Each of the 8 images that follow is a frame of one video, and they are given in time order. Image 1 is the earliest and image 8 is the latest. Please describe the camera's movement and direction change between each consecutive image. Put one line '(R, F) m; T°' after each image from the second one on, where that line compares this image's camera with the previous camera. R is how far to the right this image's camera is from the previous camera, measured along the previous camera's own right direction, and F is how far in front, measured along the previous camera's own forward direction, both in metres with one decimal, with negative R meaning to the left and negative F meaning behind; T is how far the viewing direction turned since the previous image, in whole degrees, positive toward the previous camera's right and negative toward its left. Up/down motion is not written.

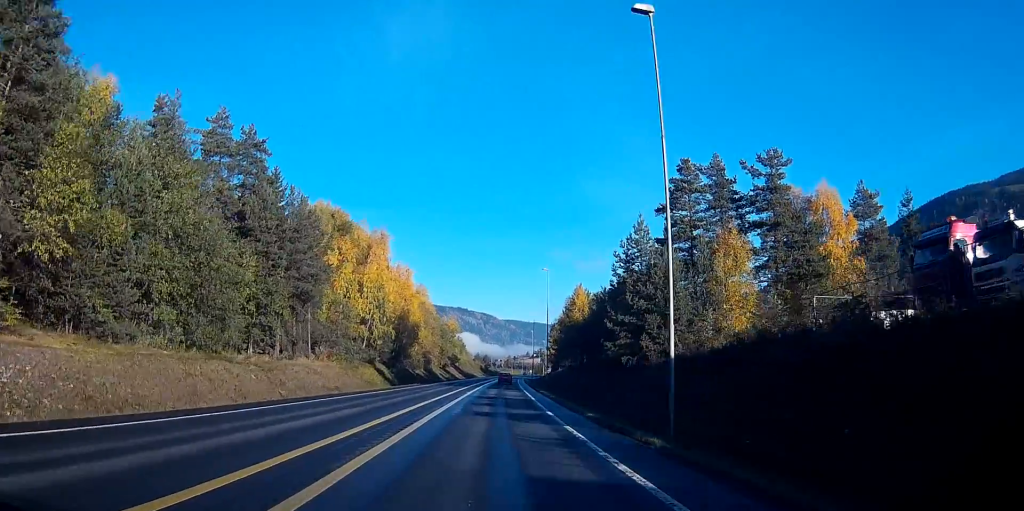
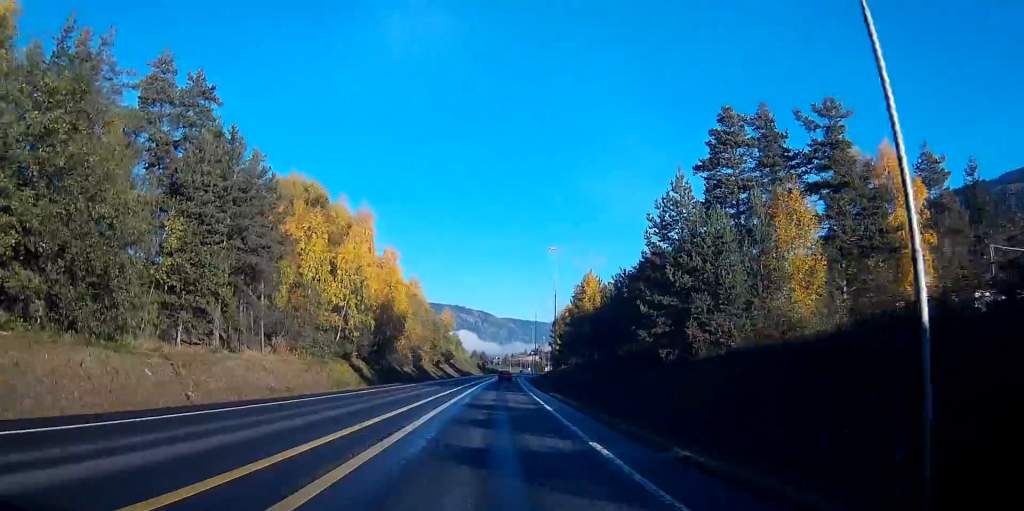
(0.0, +11.9) m; 0°
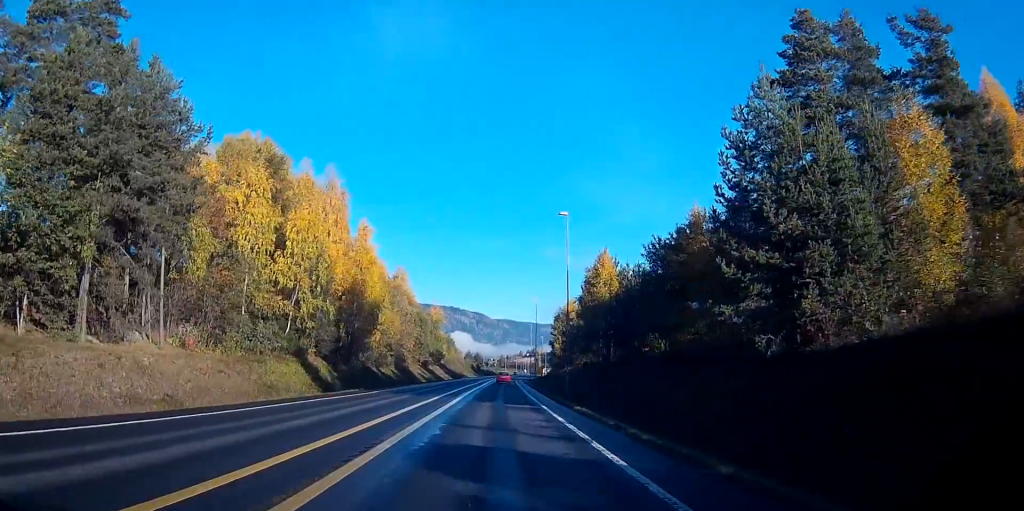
(0.0, +14.8) m; 0°
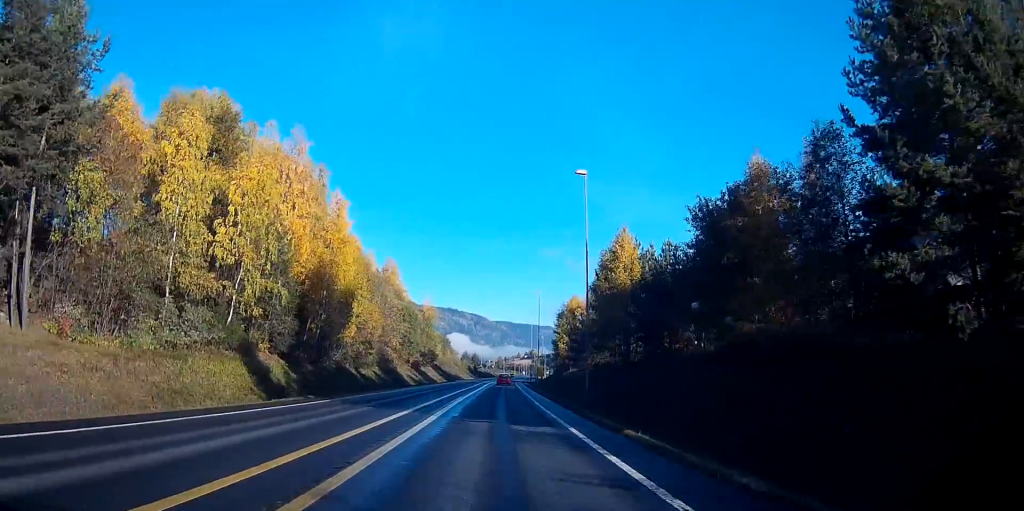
(0.0, +11.3) m; 0°
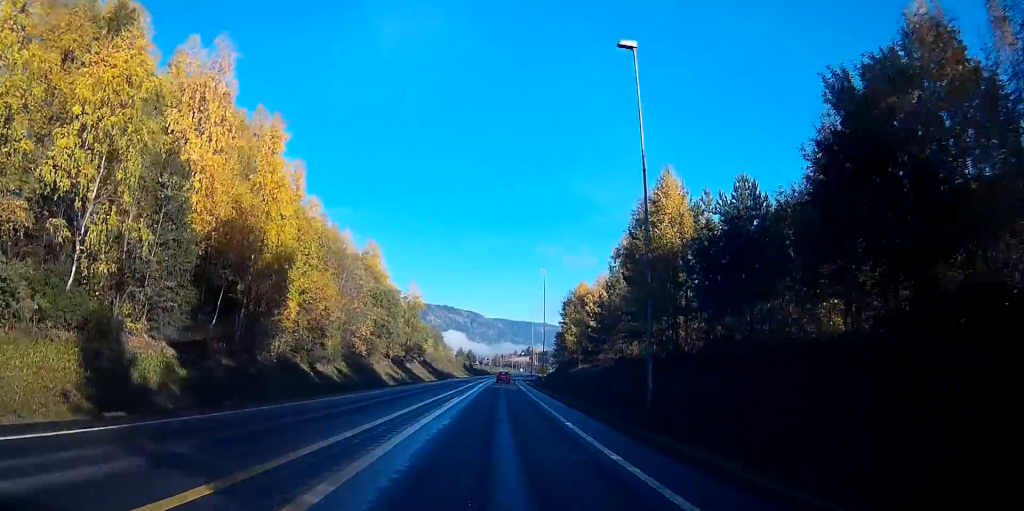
(+0.1, +16.2) m; +1°
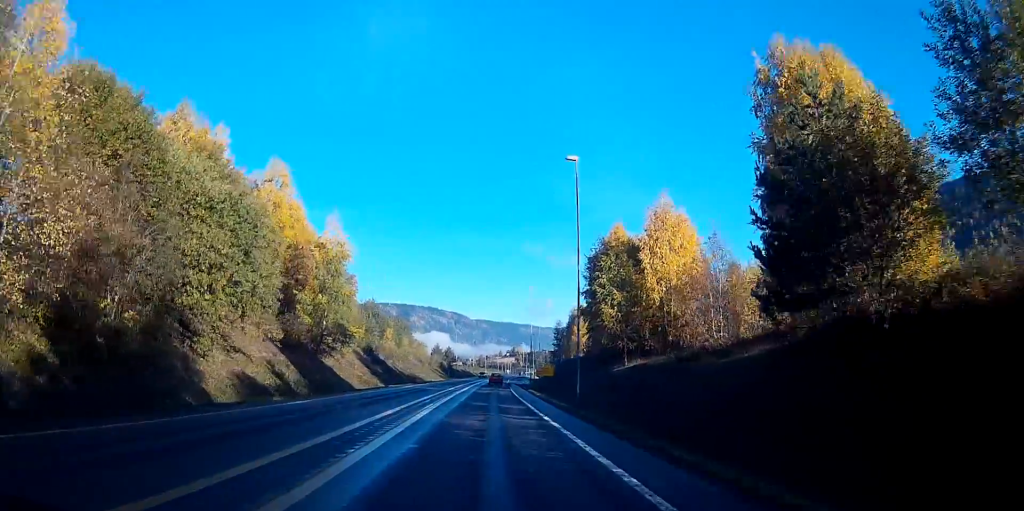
(+1.0, +43.9) m; +2°
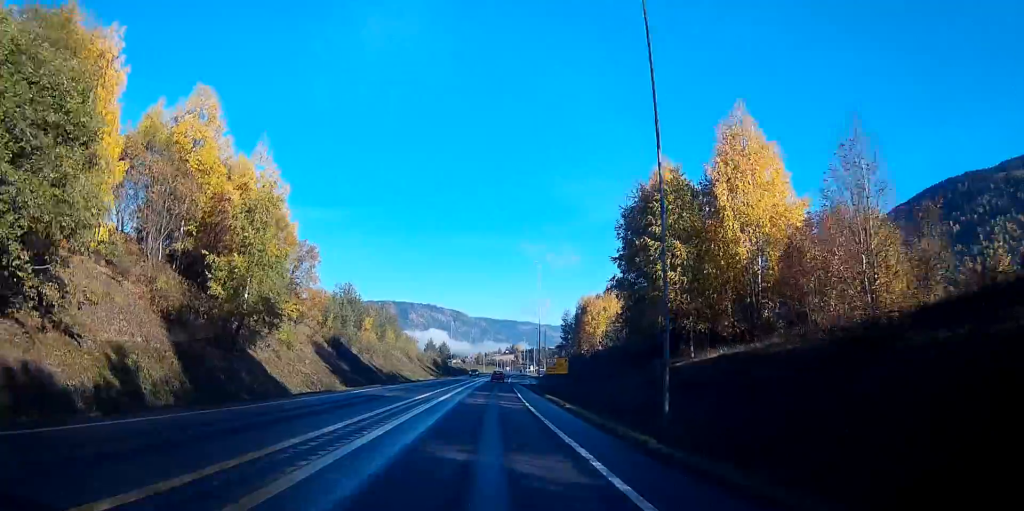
(-0.1, +19.1) m; 0°
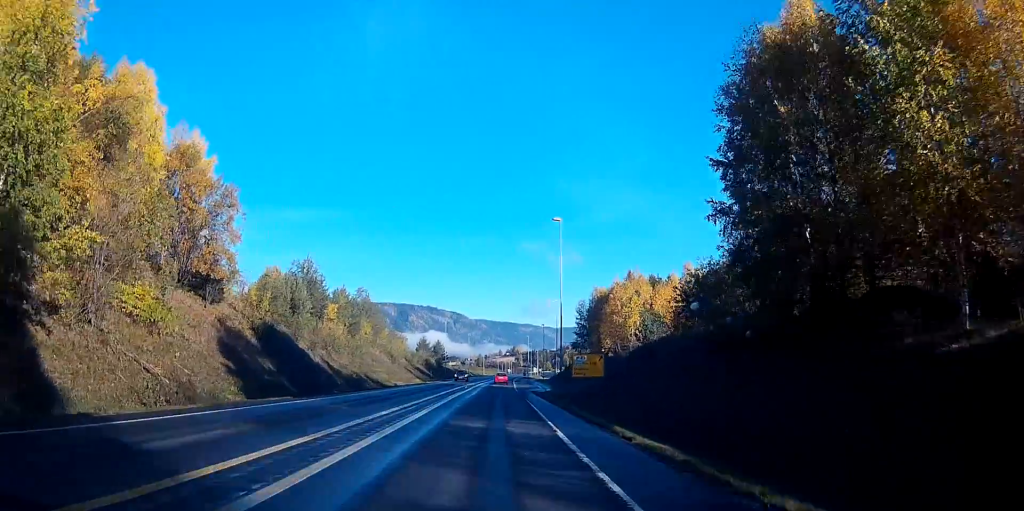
(-0.1, +23.3) m; 0°
